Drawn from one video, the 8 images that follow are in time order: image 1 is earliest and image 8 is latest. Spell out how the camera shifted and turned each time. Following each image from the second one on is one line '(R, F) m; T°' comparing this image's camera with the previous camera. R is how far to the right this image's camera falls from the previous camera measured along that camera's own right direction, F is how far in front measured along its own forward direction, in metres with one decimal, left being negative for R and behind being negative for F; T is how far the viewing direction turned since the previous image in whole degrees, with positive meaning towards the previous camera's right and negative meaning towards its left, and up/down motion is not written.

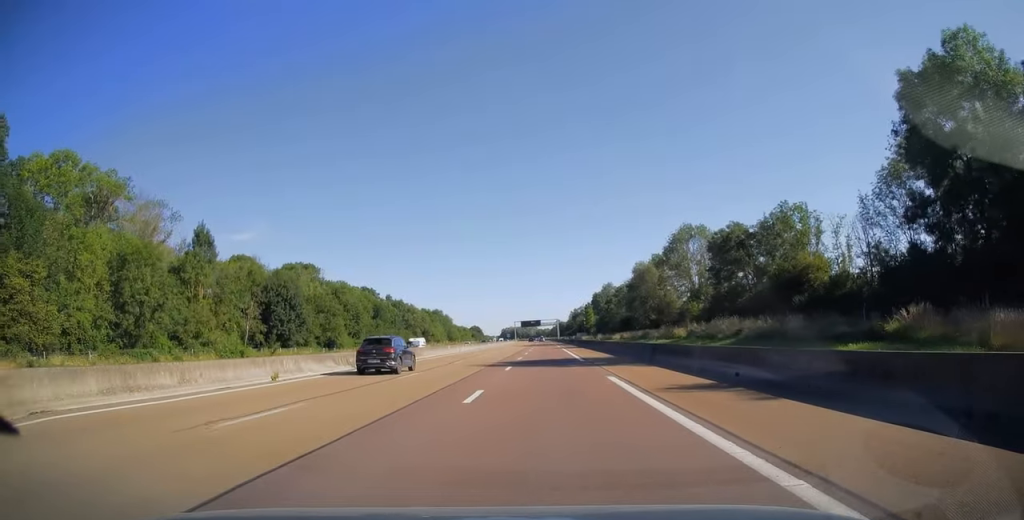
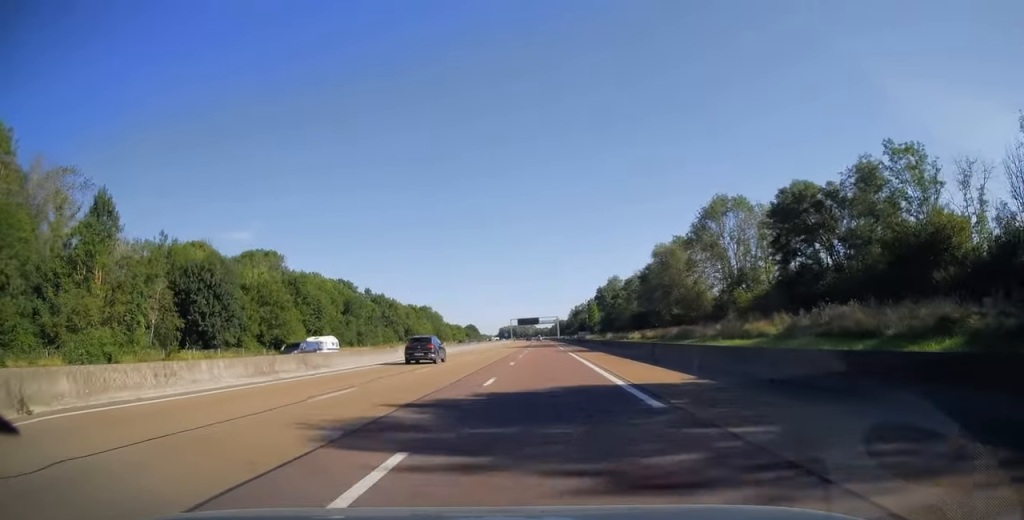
(0.0, +21.7) m; 0°
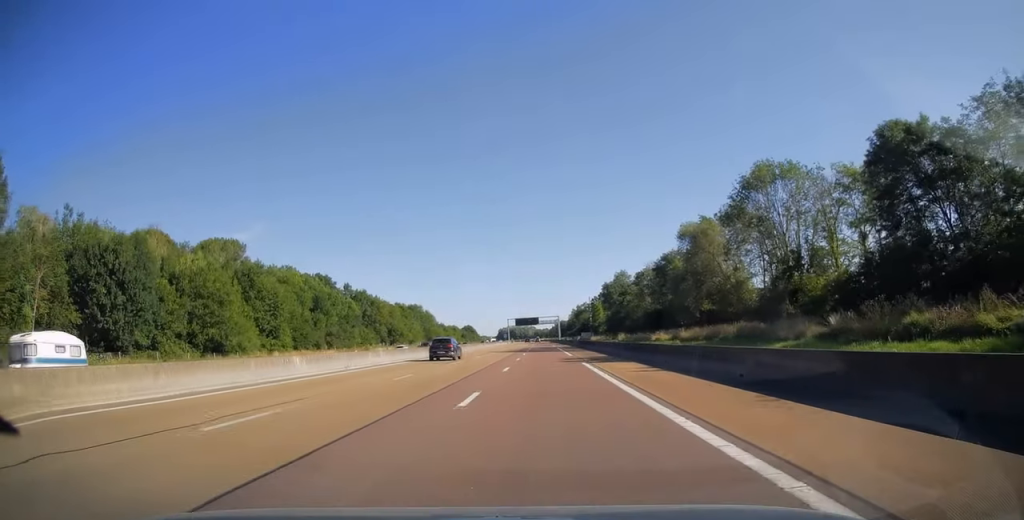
(0.0, +18.0) m; 0°
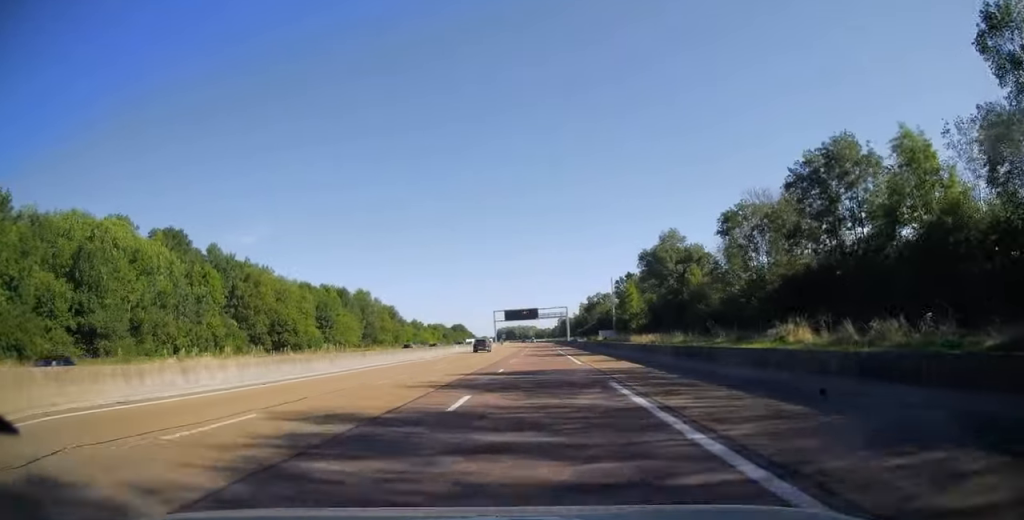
(+0.1, +66.1) m; 0°
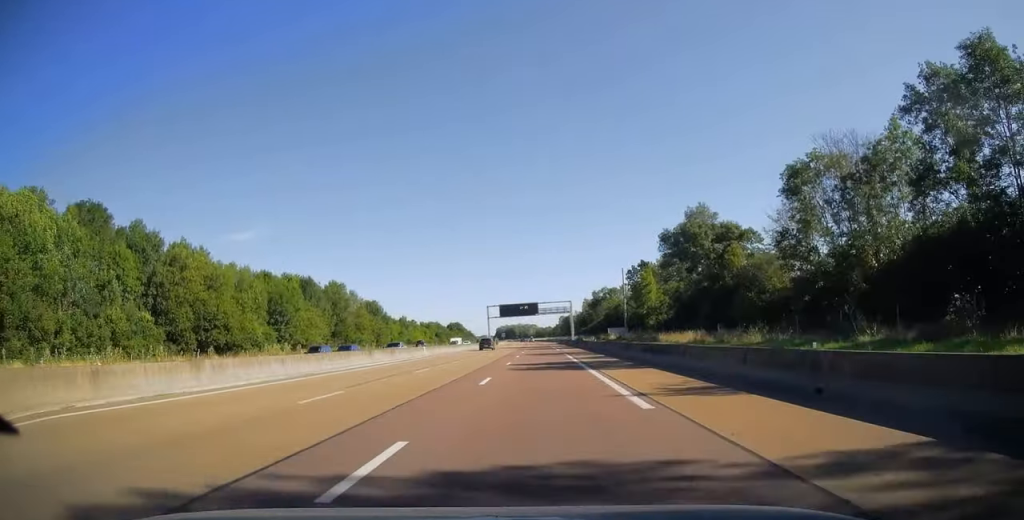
(0.0, +19.6) m; 0°
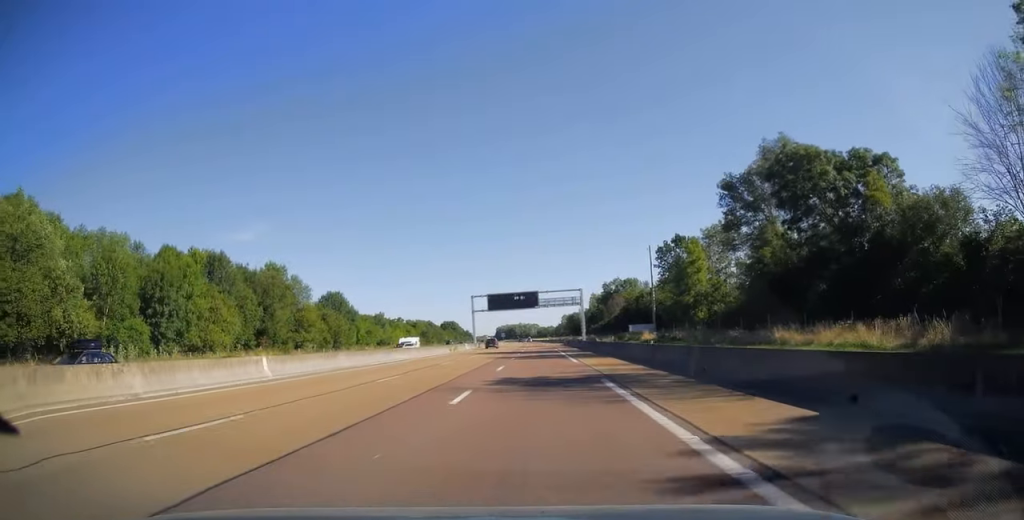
(-0.1, +31.5) m; 0°
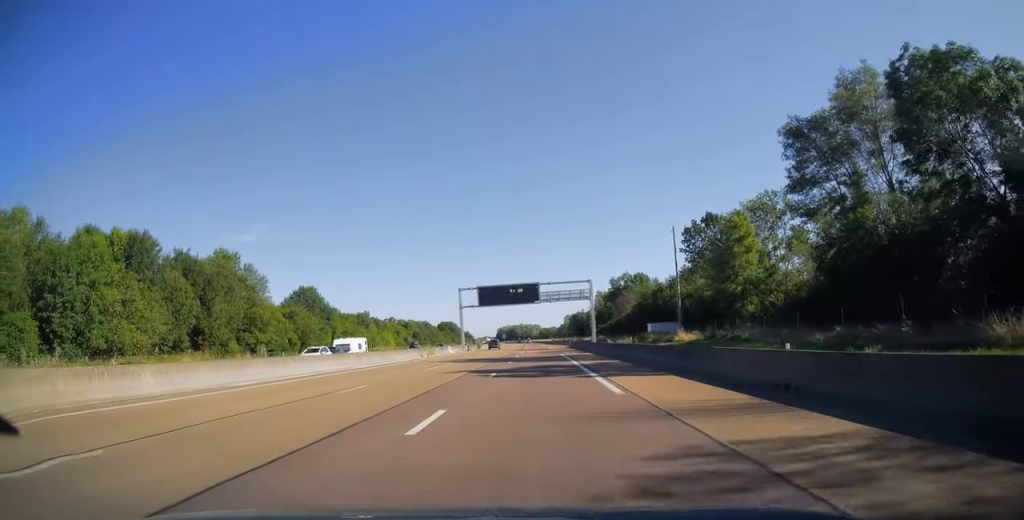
(0.0, +17.0) m; 0°
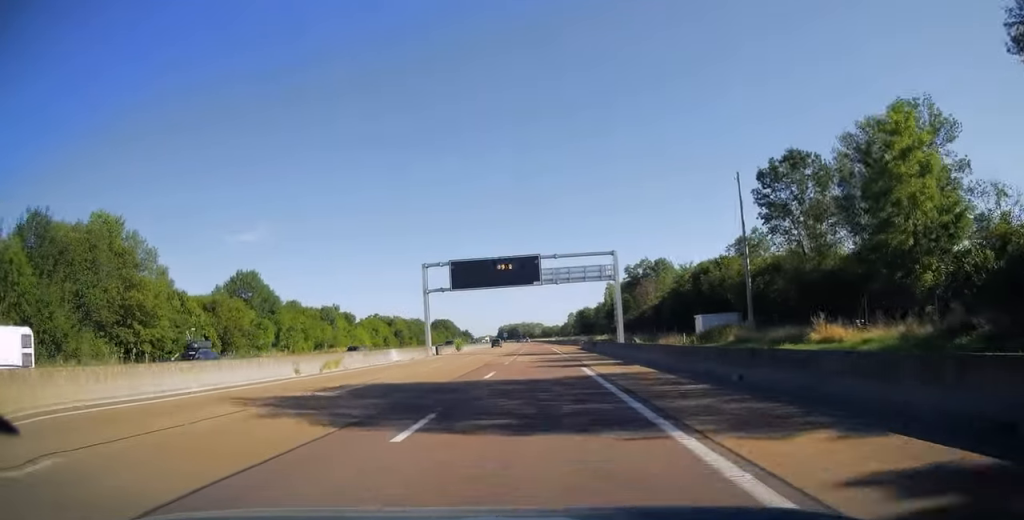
(-0.1, +26.8) m; 0°
